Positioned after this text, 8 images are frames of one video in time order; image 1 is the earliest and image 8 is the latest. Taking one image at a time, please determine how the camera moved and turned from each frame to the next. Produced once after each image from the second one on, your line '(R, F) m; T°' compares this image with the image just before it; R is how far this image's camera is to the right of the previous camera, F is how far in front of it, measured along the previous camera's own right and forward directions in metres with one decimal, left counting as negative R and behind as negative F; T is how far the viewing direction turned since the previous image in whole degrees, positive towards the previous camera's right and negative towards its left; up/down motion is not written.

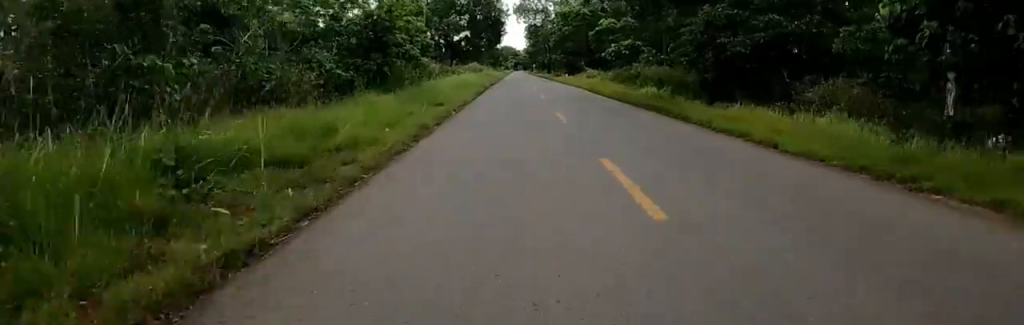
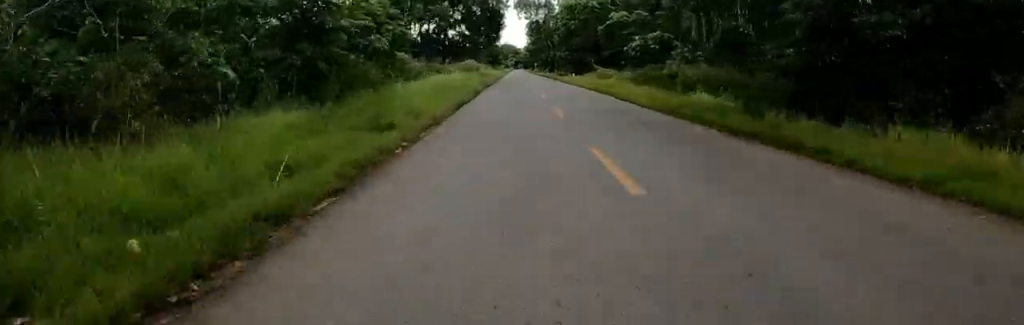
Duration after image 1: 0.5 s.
(-0.2, +7.1) m; 0°
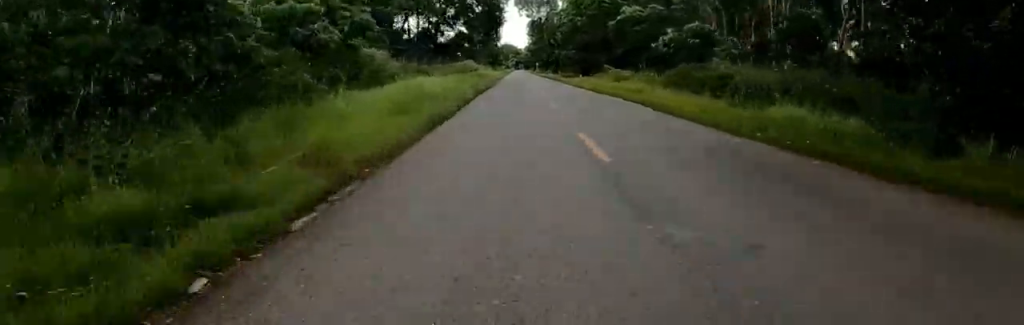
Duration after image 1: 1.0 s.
(+0.7, +6.2) m; 0°
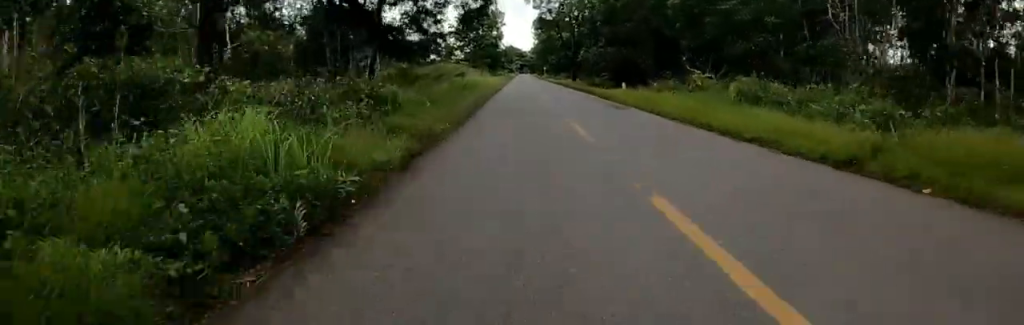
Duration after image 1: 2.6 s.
(-0.4, +20.9) m; +3°
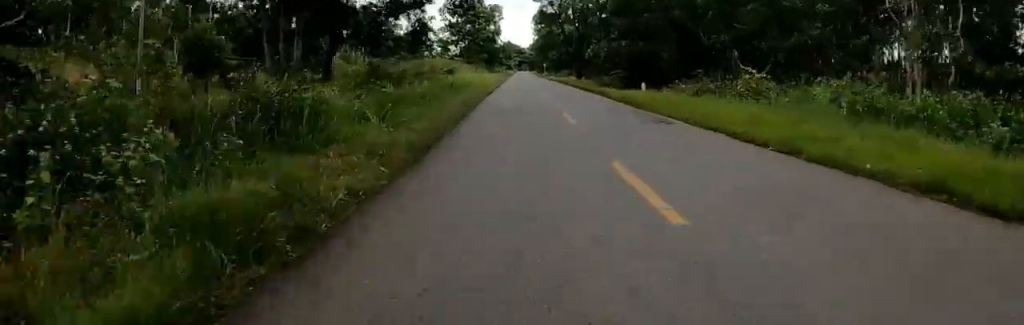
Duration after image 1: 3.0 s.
(+0.7, +6.2) m; +2°
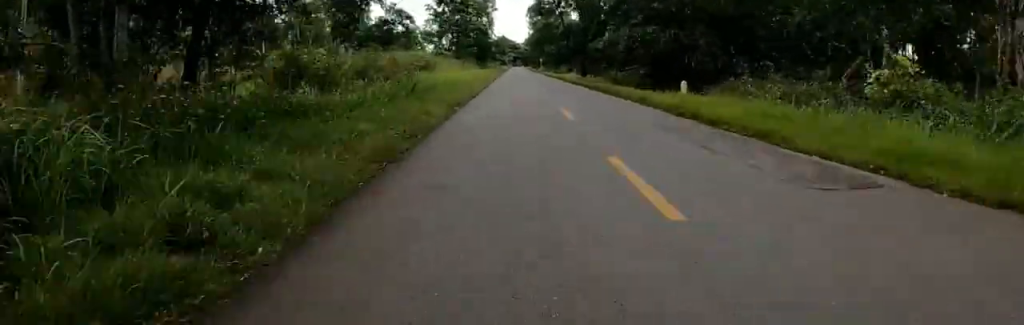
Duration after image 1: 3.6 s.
(+0.1, +7.9) m; -1°
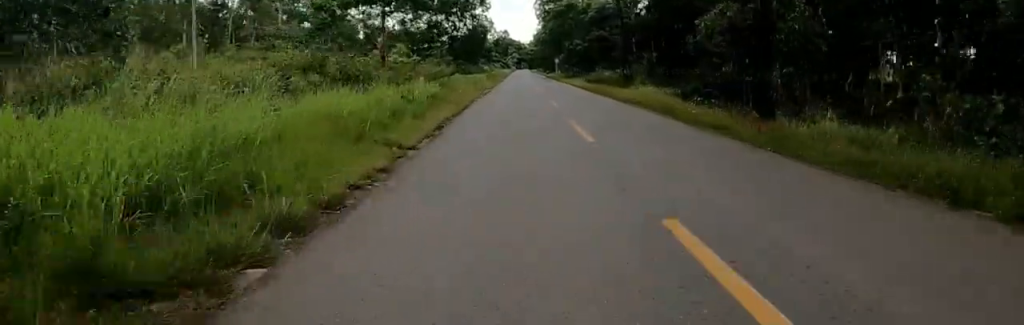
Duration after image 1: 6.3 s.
(-0.8, +35.3) m; -2°
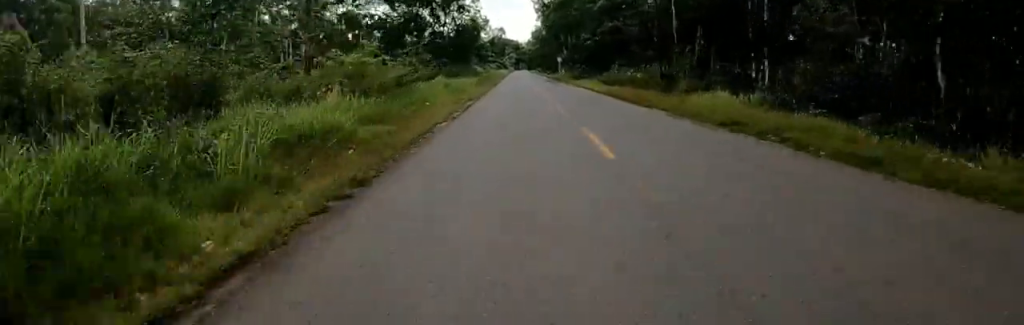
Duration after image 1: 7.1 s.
(-1.3, +10.9) m; -1°
